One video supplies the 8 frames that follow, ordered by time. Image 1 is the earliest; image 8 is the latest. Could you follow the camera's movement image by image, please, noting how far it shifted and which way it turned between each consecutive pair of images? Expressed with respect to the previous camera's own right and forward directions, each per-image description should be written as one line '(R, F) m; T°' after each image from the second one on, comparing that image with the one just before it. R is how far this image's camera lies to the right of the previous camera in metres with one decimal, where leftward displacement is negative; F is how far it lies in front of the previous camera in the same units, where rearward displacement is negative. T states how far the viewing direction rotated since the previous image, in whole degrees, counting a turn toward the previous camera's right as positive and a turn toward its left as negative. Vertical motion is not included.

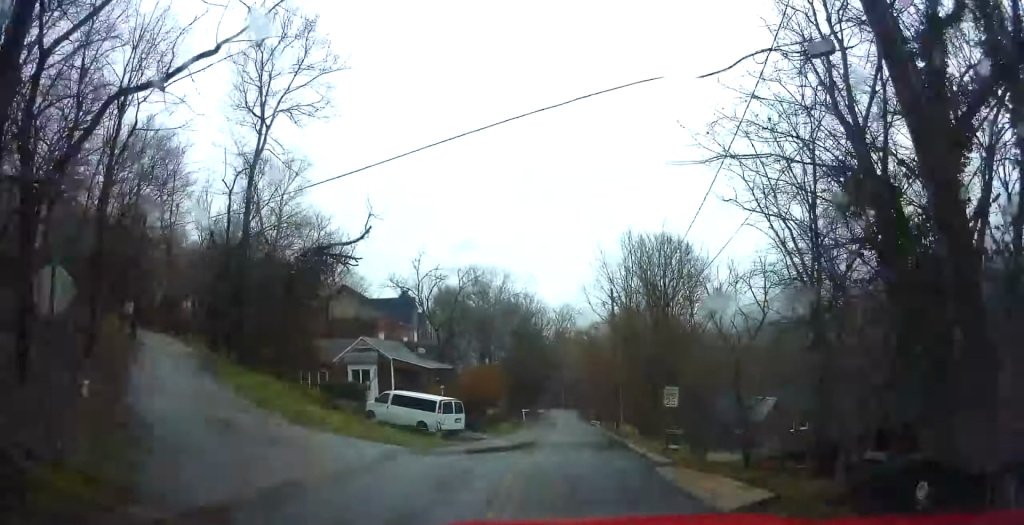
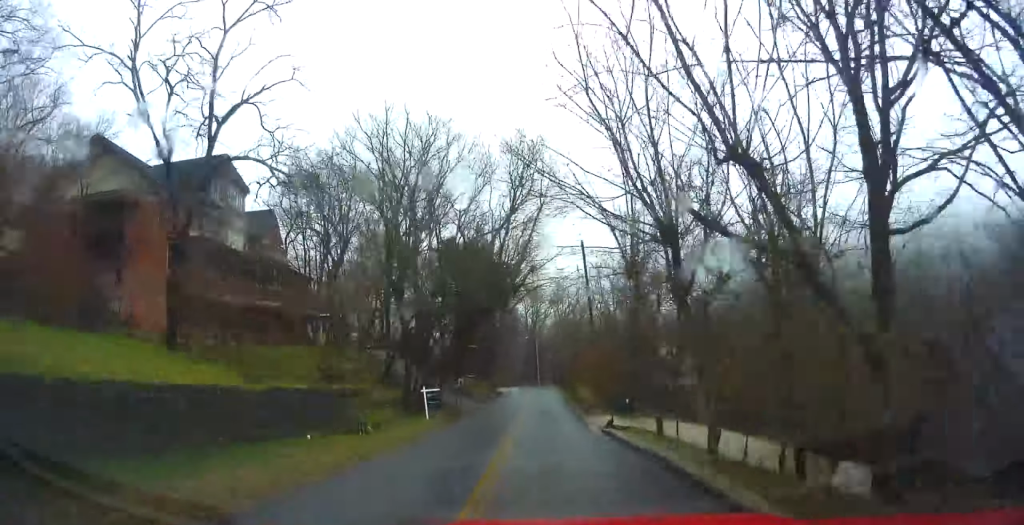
(0.0, +48.7) m; 0°
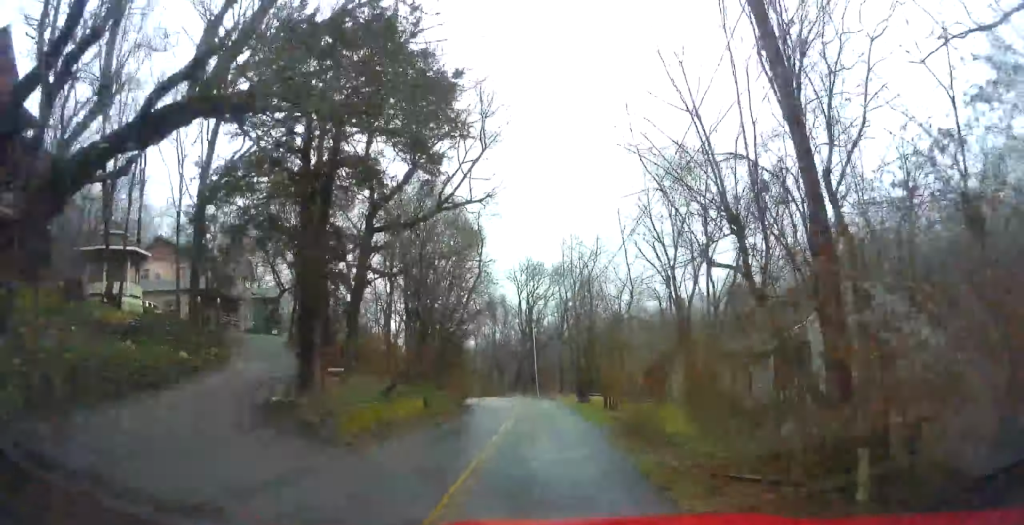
(-0.7, +34.0) m; 0°
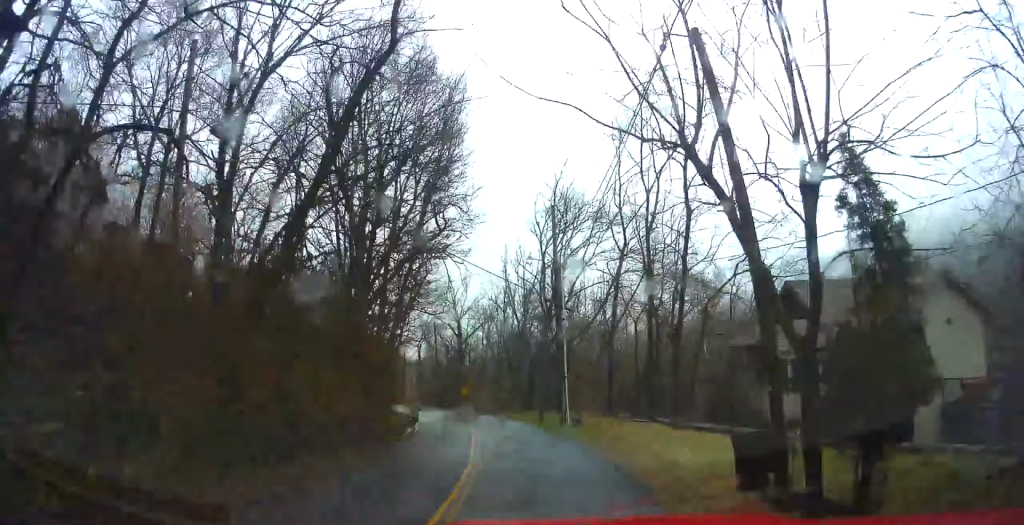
(+0.7, +33.7) m; -5°
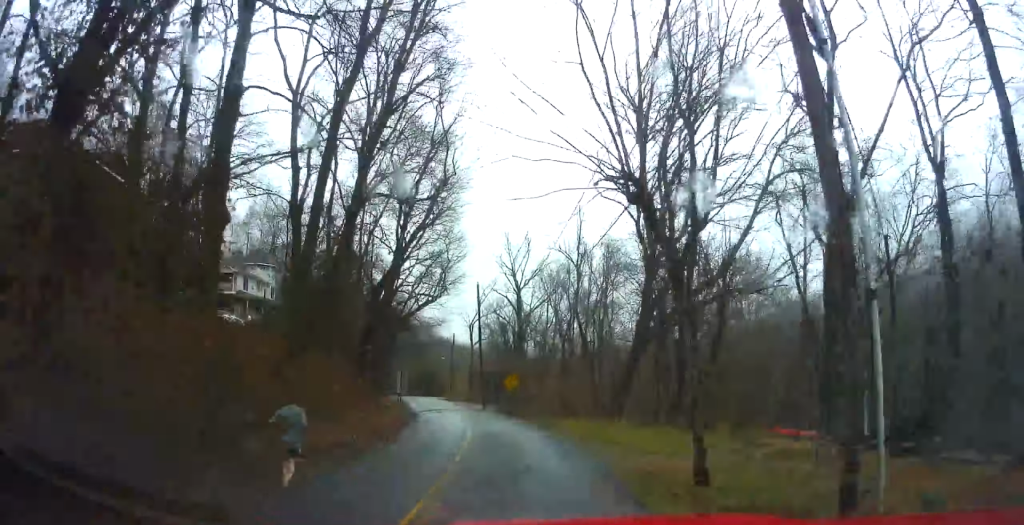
(-2.4, +23.3) m; -7°
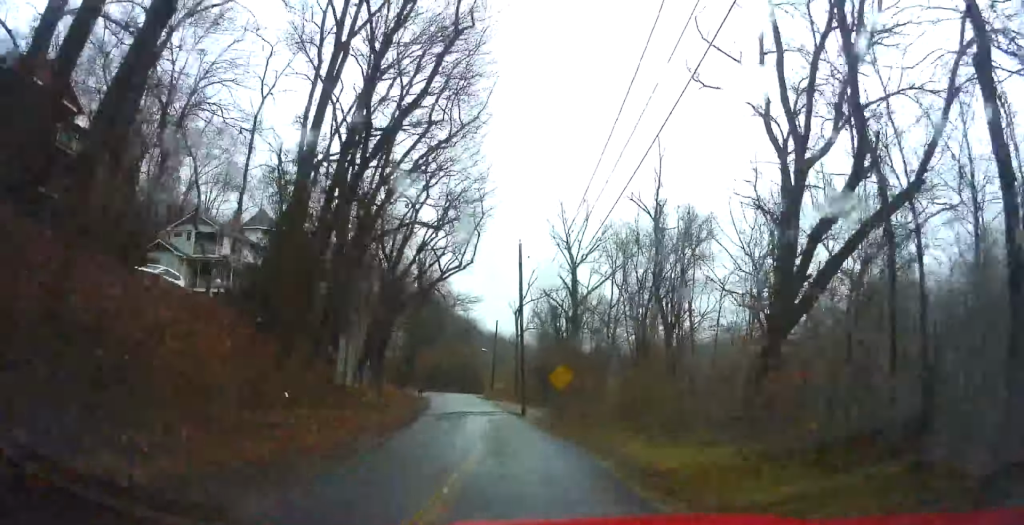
(-0.4, +13.9) m; -4°
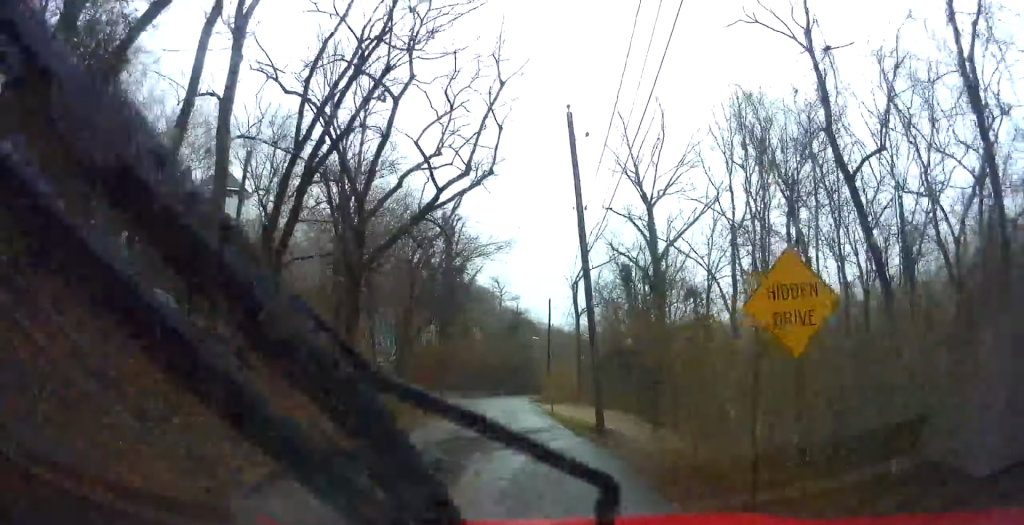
(-0.8, +18.3) m; -4°
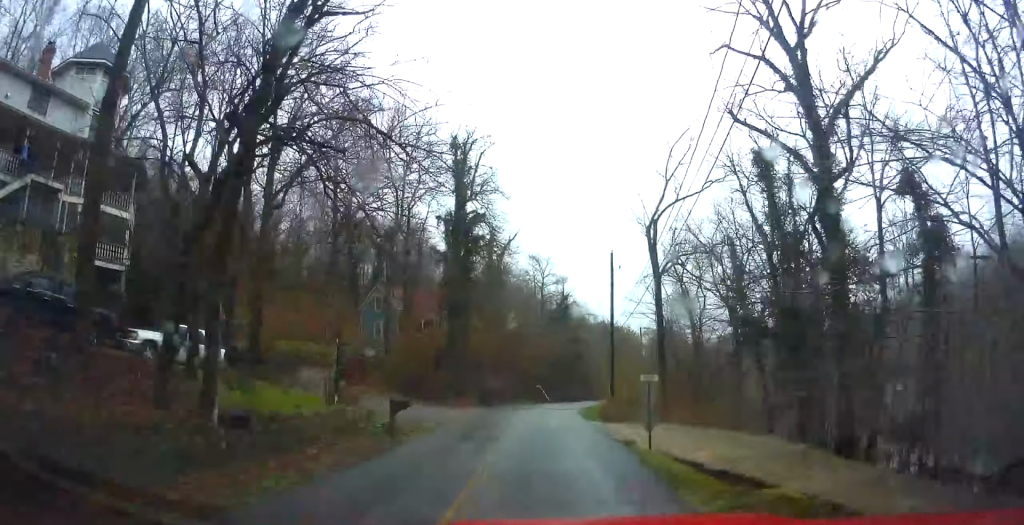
(-0.9, +22.6) m; -2°
